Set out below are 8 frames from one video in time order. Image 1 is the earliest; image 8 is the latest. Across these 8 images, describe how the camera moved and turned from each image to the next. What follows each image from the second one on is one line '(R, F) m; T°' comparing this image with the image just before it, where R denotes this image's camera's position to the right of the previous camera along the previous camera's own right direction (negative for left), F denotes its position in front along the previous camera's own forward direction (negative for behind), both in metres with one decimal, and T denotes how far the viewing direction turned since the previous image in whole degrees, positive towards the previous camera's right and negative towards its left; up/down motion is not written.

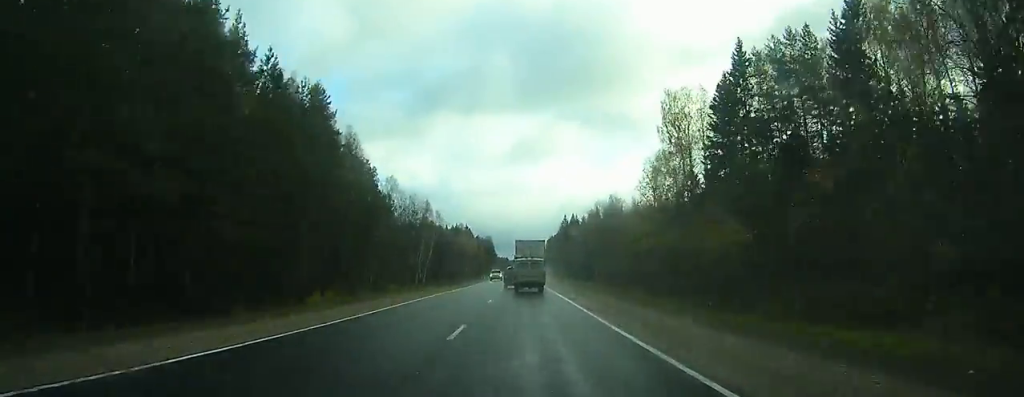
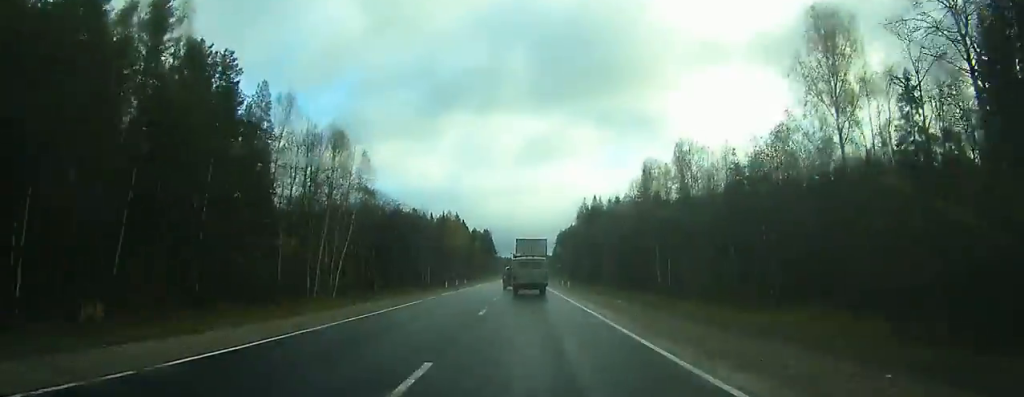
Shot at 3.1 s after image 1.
(-0.4, +64.9) m; -1°
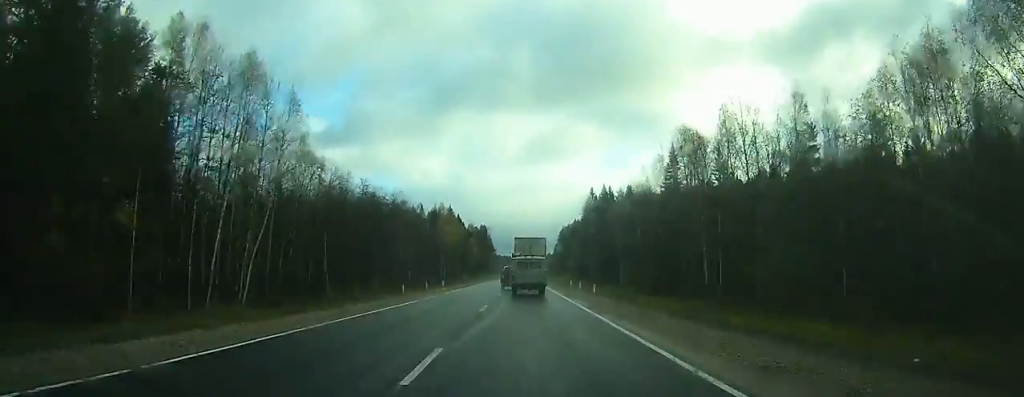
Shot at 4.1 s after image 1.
(-0.2, +22.5) m; 0°
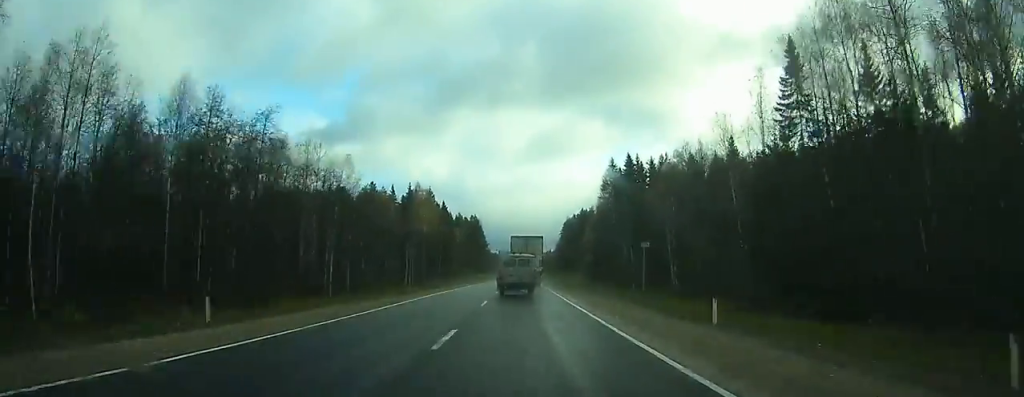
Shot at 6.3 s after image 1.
(+0.3, +44.6) m; 0°
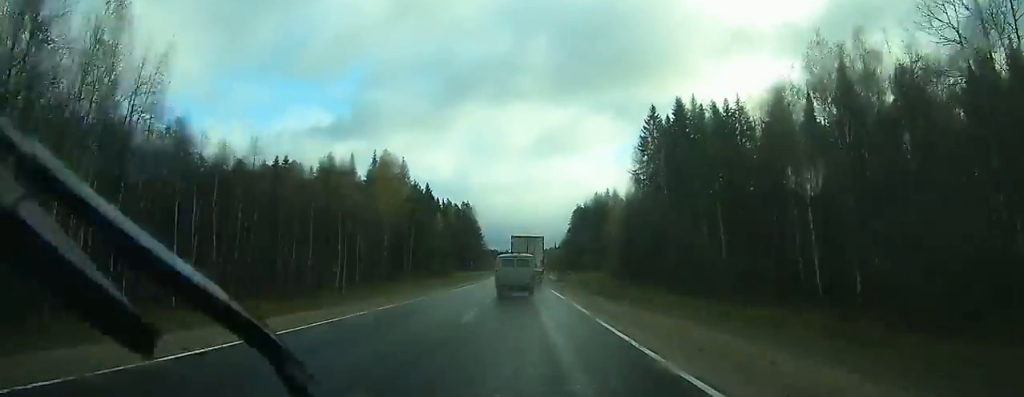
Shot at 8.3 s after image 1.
(-0.4, +42.5) m; 0°
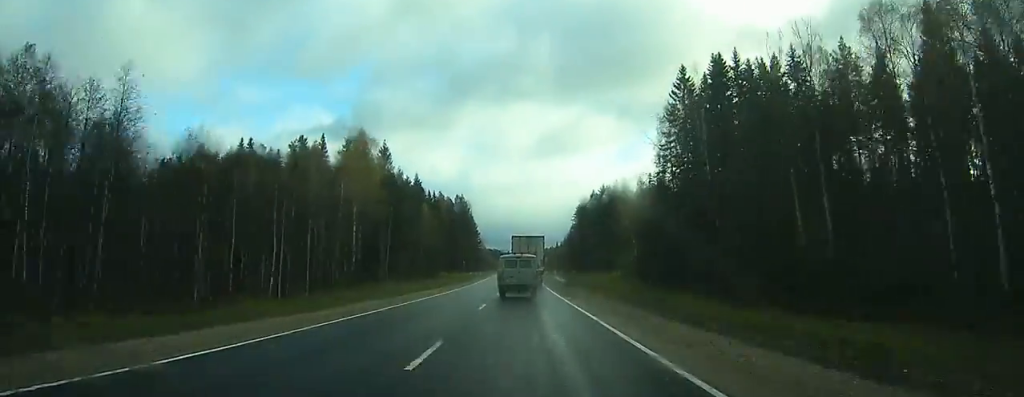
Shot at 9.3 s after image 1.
(+0.1, +18.9) m; 0°
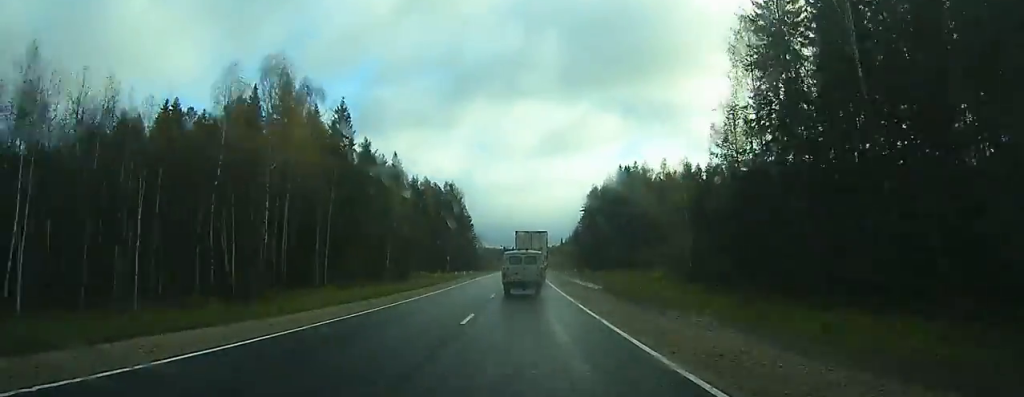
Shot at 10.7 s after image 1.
(+0.2, +29.6) m; 0°
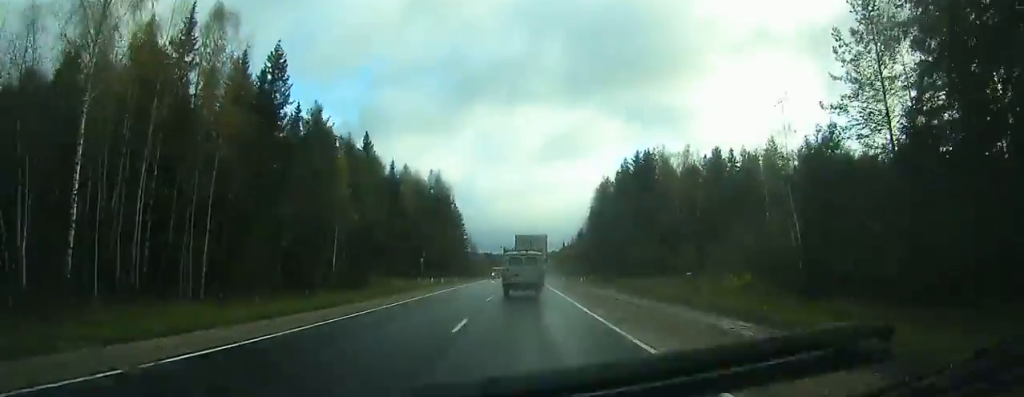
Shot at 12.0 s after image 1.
(0.0, +25.3) m; 0°
